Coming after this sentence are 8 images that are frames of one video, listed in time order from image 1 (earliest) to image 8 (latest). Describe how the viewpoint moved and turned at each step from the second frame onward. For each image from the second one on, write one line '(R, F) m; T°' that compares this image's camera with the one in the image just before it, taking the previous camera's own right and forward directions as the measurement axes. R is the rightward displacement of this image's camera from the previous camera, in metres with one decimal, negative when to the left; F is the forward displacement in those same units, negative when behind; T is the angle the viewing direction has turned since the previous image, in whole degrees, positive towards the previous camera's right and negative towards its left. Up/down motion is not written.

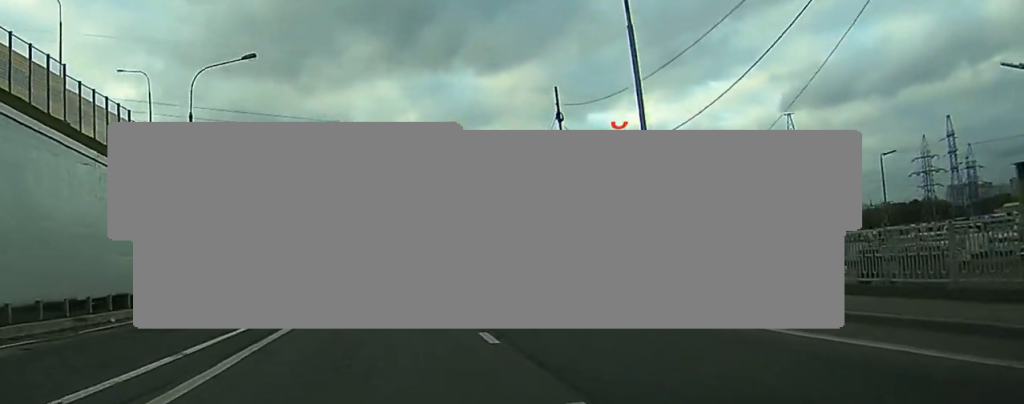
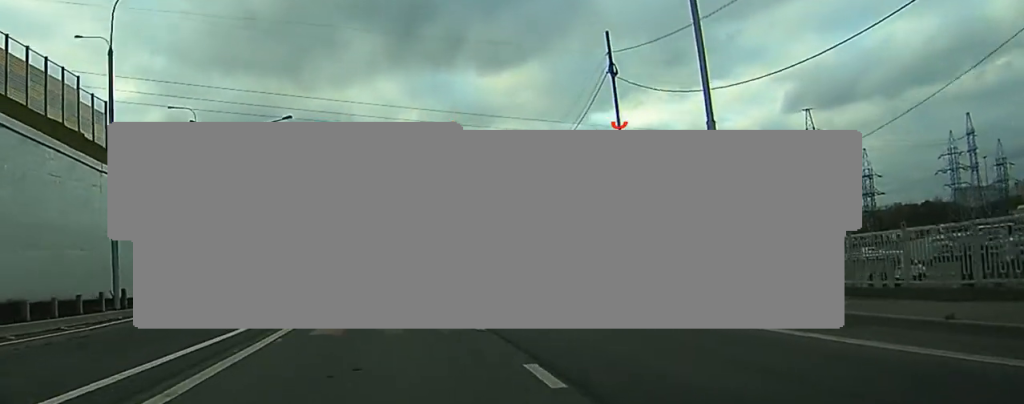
(-0.3, +13.9) m; -1°
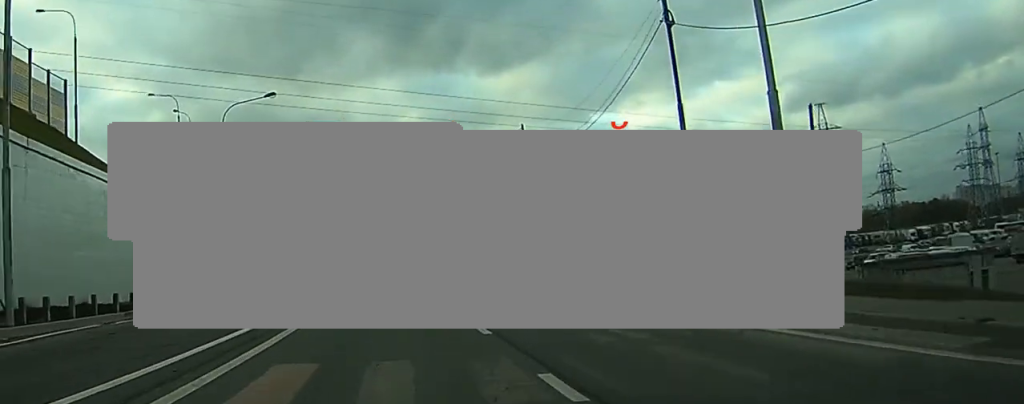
(0.0, +9.2) m; 0°
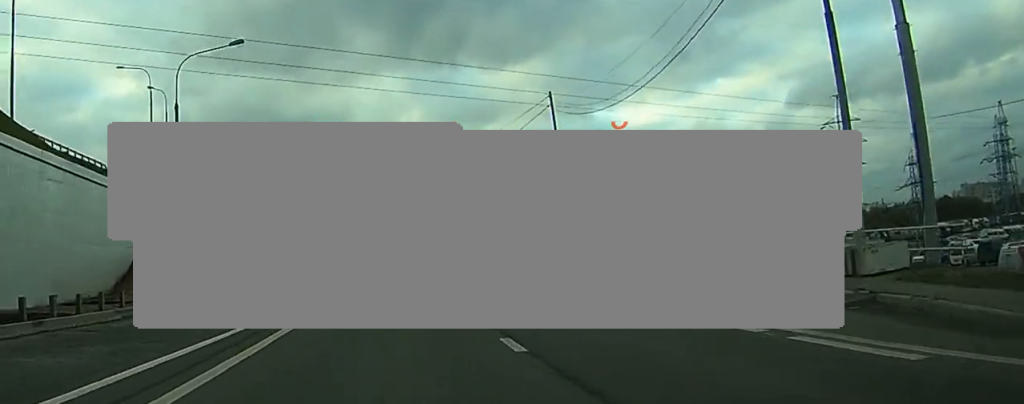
(+0.2, +12.3) m; 0°
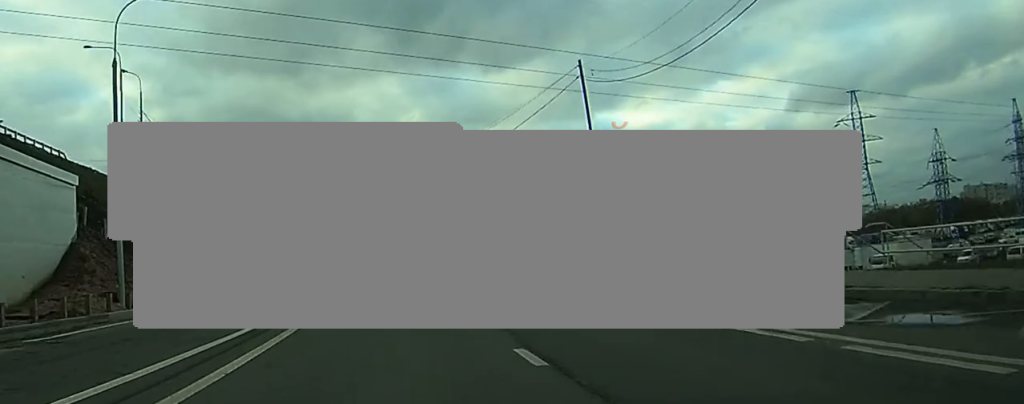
(-0.1, +9.9) m; -1°
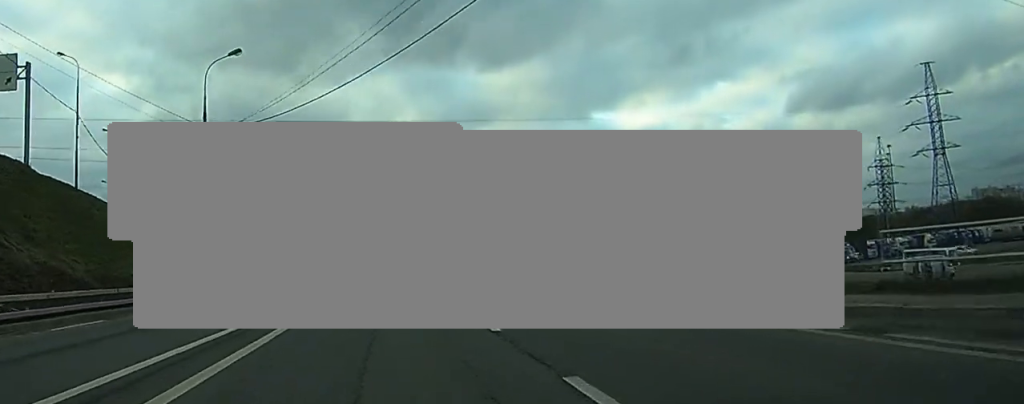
(+1.3, +44.7) m; +3°
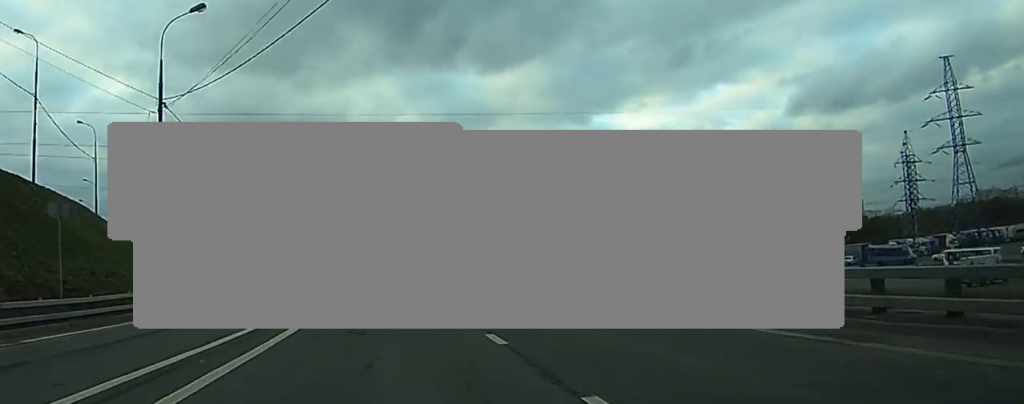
(0.0, +9.2) m; 0°
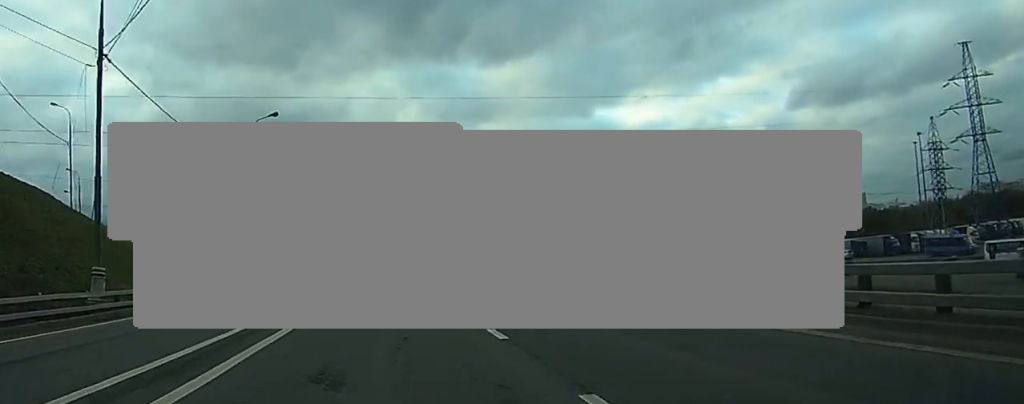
(-0.1, +8.2) m; 0°
